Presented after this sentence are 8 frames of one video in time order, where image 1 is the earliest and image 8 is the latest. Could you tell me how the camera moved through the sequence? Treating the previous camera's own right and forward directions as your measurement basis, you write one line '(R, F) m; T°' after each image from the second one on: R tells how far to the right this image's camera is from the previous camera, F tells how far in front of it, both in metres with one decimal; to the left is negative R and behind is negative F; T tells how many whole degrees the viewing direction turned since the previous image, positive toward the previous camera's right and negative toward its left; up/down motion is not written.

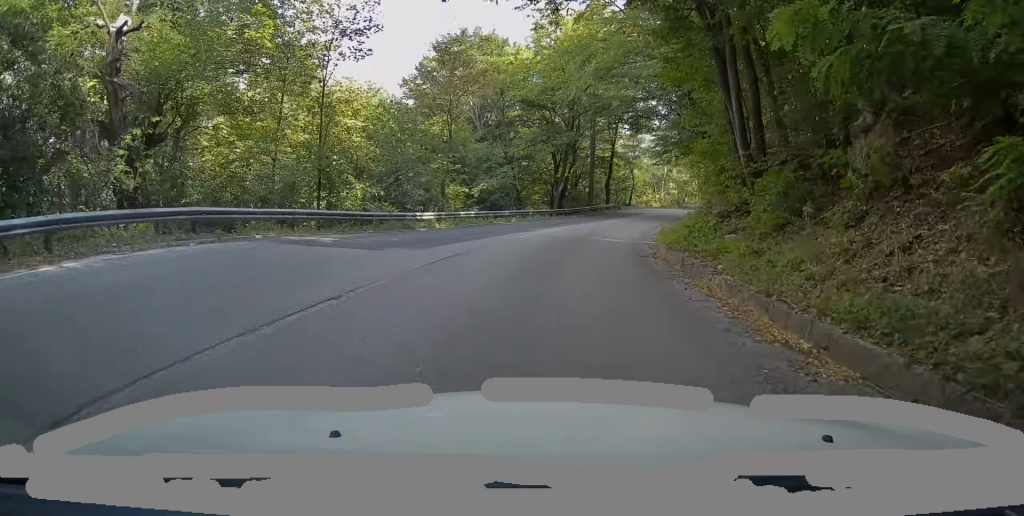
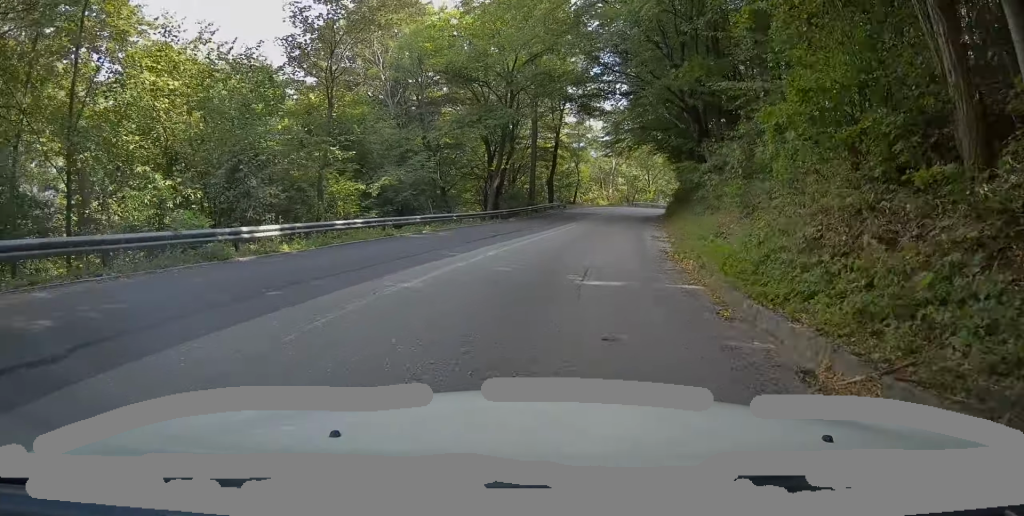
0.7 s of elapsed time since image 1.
(0.0, +10.1) m; +3°
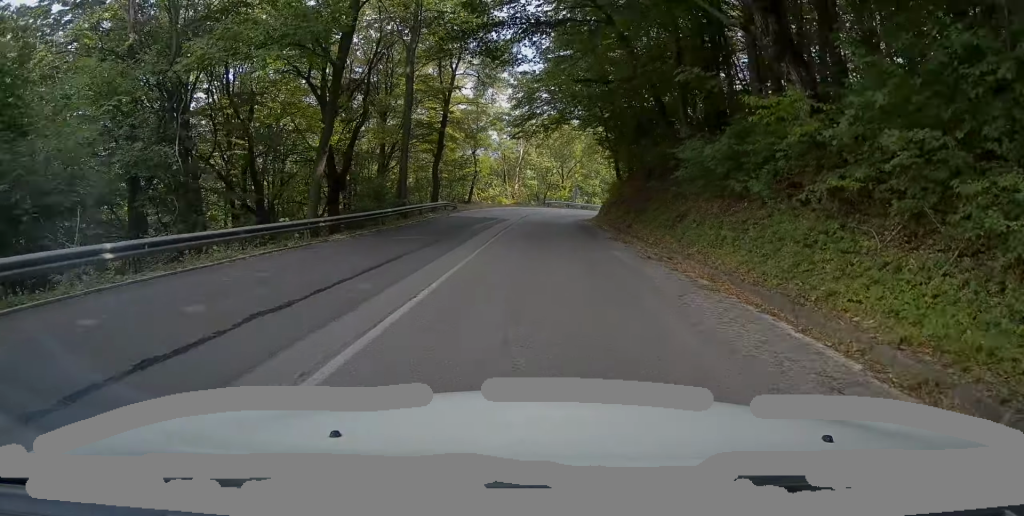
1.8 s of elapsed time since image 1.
(+1.0, +17.1) m; +9°
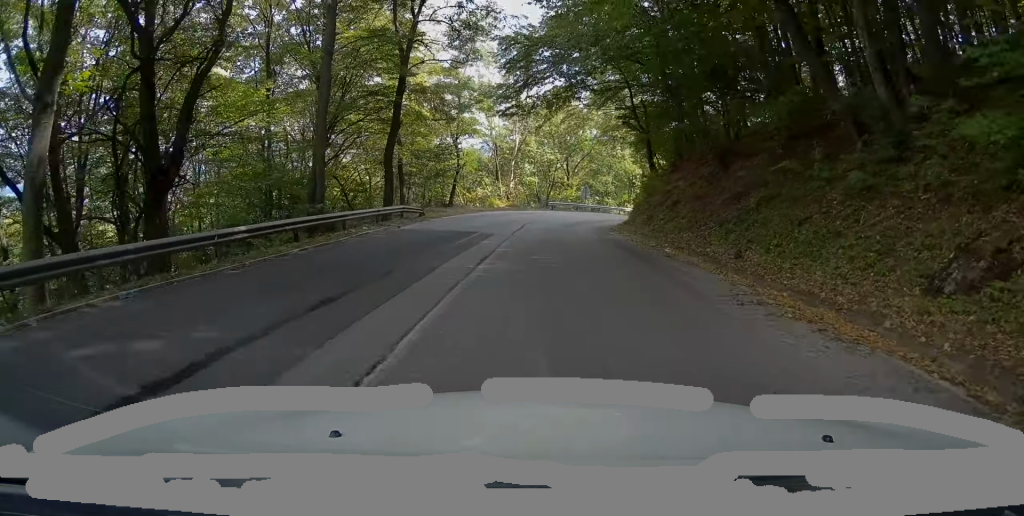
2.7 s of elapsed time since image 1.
(+1.0, +12.9) m; +7°
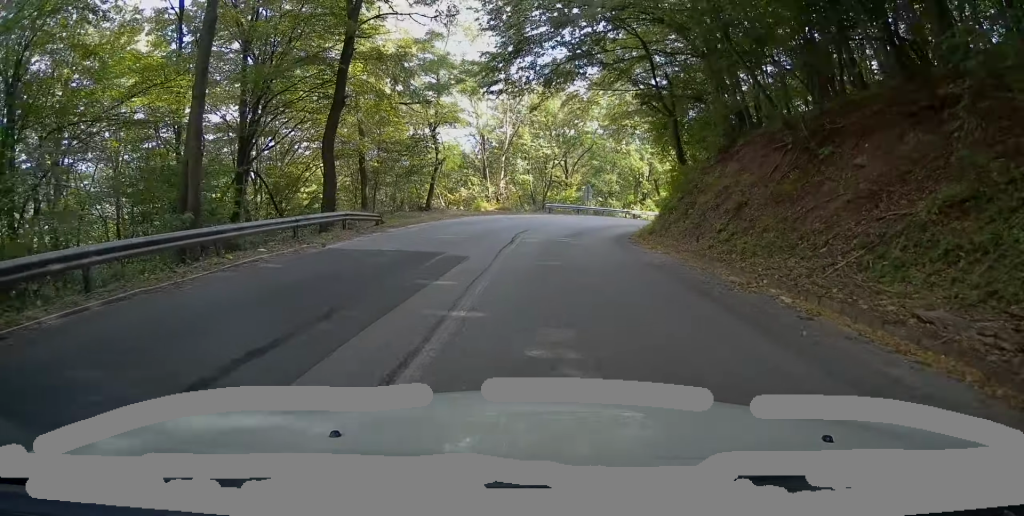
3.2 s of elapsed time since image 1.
(0.0, +7.6) m; +3°
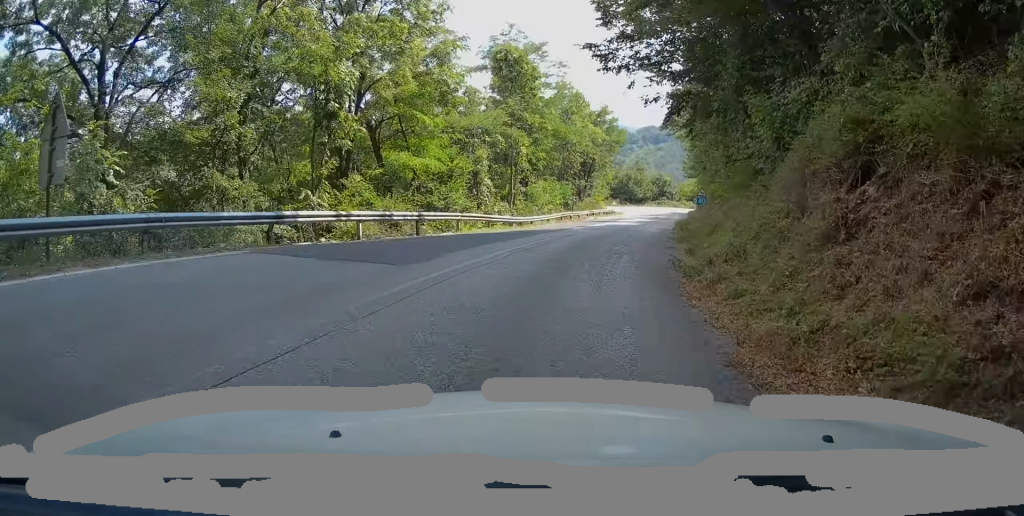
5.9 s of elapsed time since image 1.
(+5.4, +41.2) m; +21°
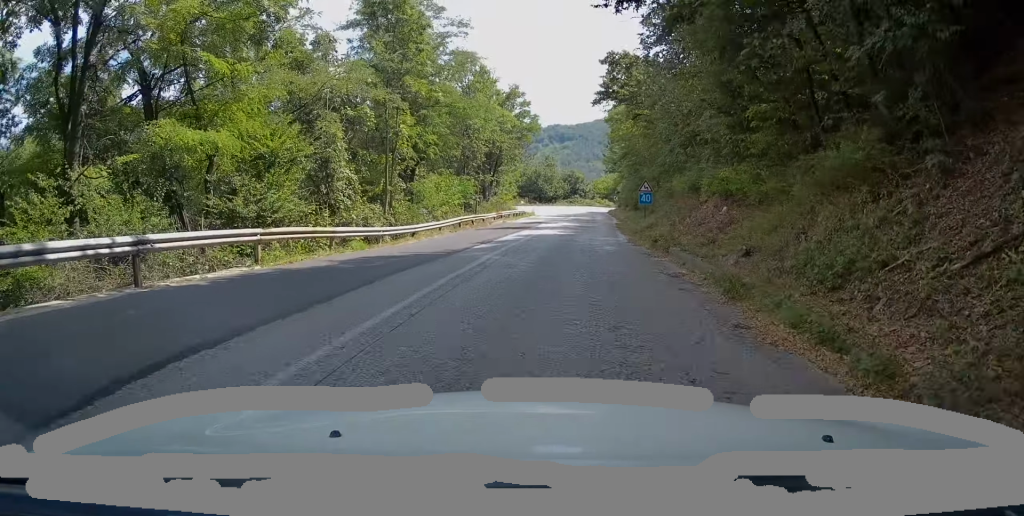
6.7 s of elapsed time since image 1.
(+0.9, +11.3) m; +7°
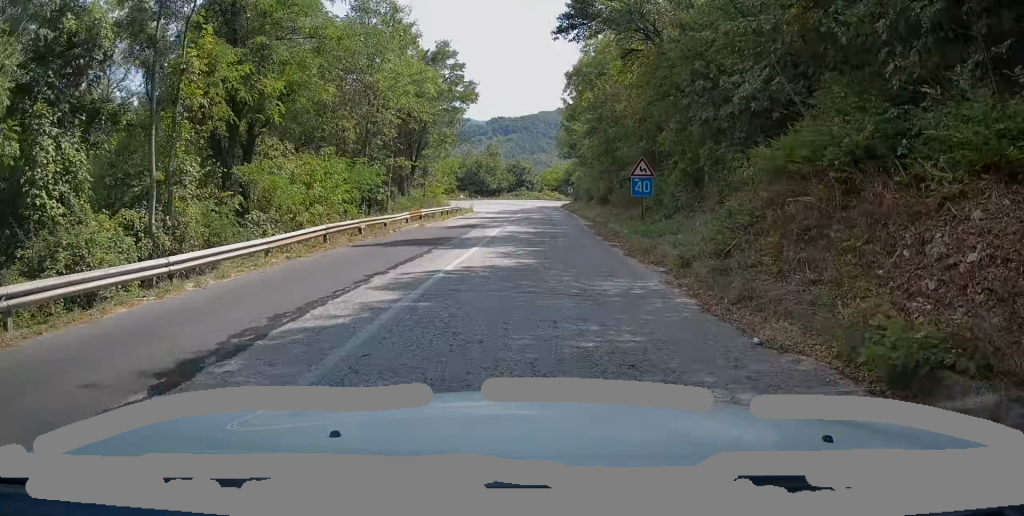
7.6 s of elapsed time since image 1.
(+0.7, +13.9) m; +6°
